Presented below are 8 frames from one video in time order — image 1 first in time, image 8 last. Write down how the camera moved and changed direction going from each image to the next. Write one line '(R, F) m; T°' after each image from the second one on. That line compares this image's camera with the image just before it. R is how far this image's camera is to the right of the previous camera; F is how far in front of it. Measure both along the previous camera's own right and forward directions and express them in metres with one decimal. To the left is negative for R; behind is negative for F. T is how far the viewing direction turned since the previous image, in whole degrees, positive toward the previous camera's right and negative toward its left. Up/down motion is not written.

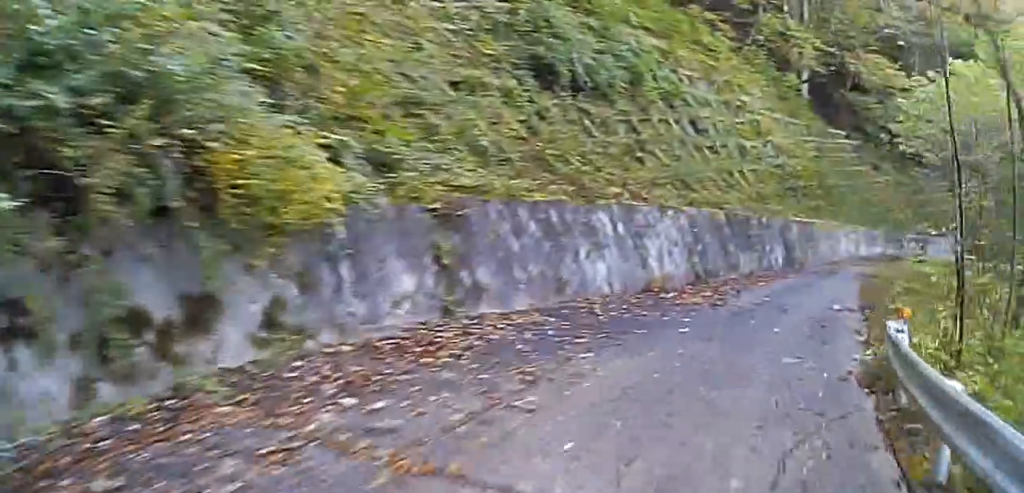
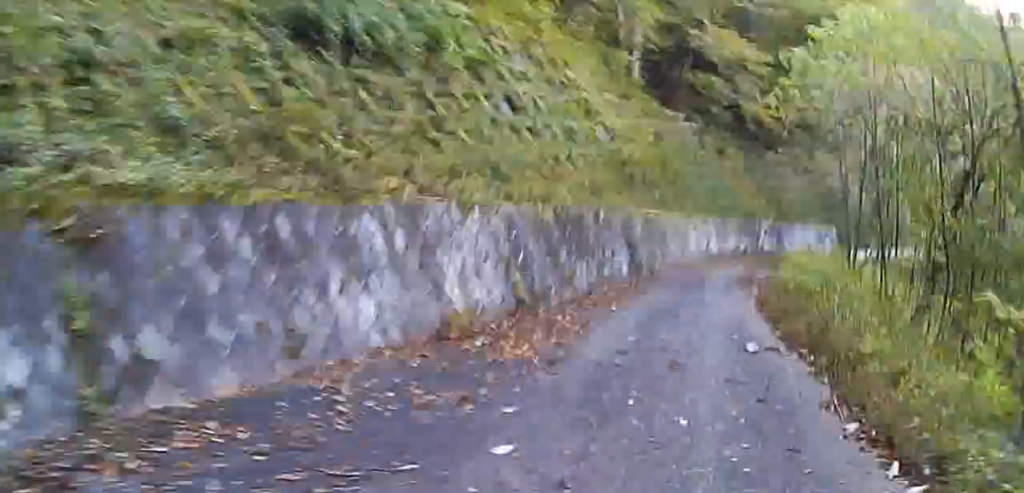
(+0.9, +5.3) m; +13°
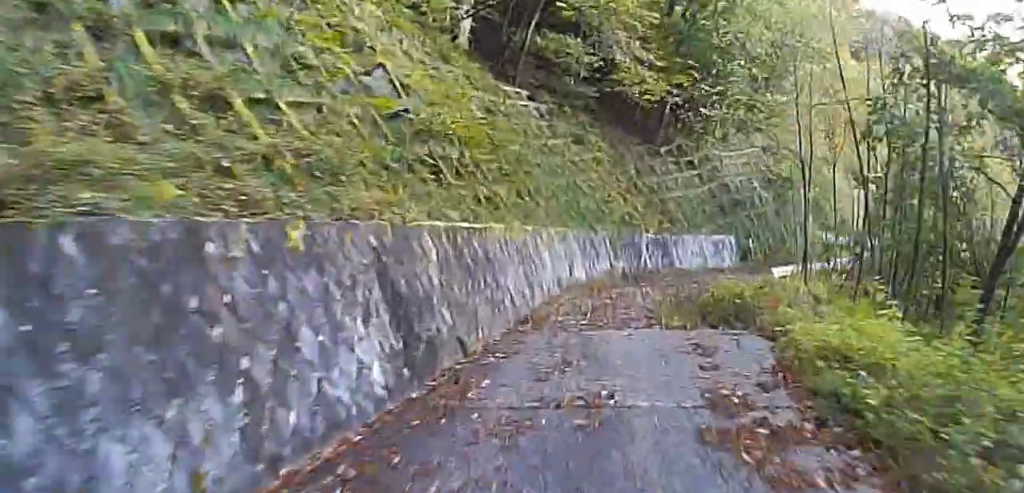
(+2.3, +12.2) m; +21°
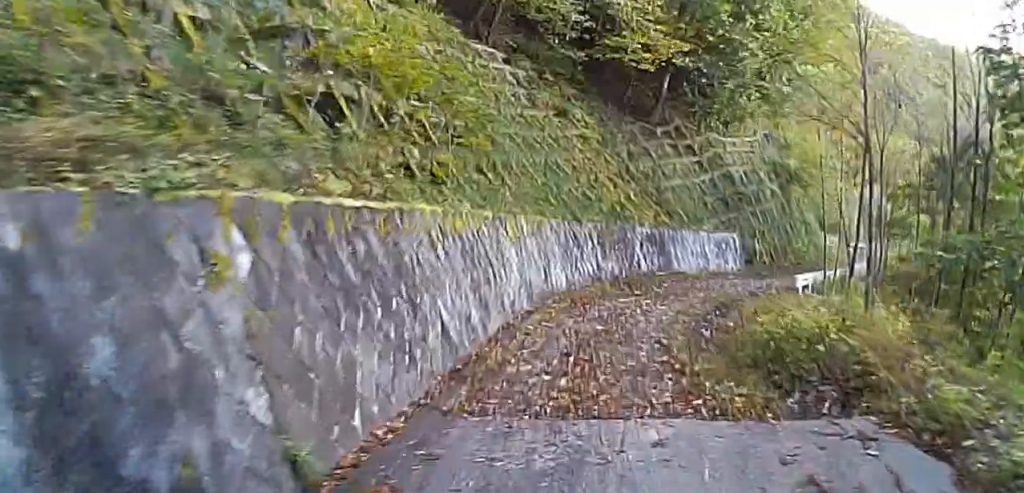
(+0.6, +5.6) m; +12°
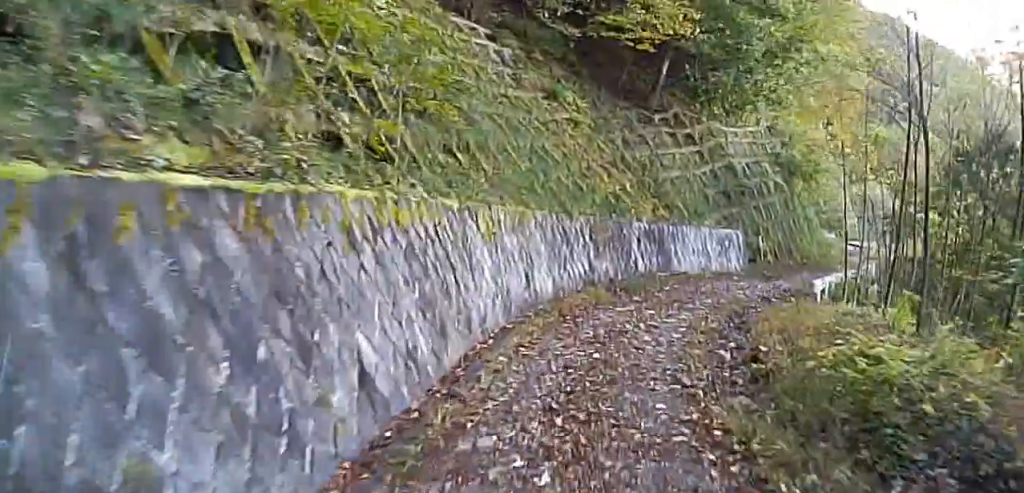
(+0.2, +3.3) m; +7°
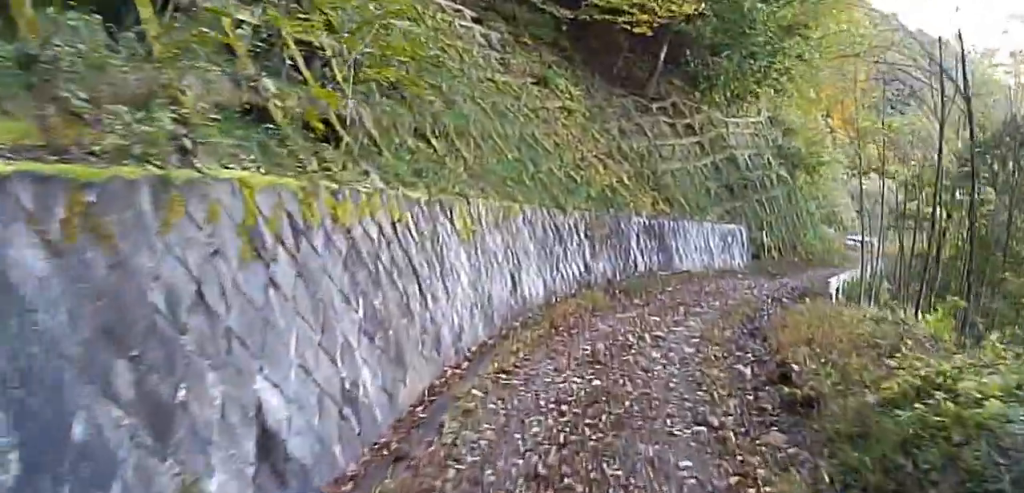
(+0.2, +2.0) m; 0°
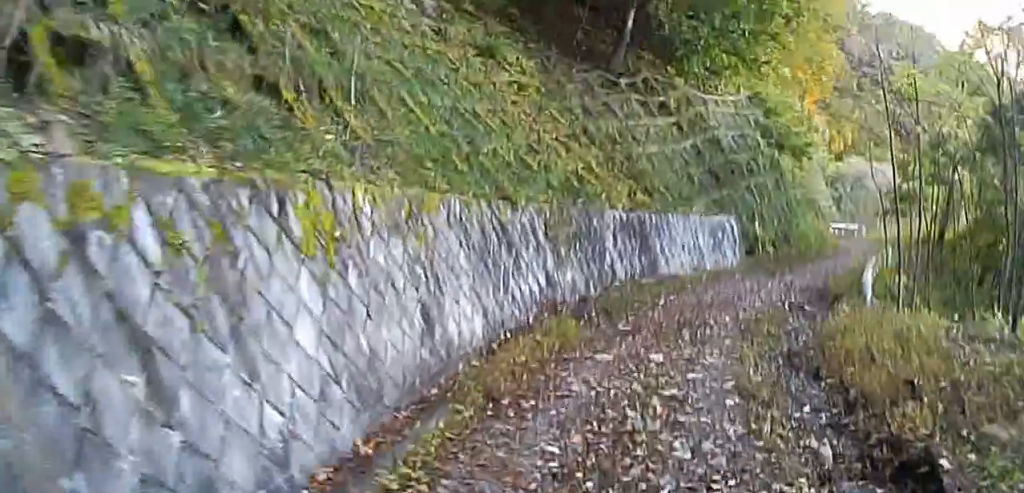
(-0.2, +5.0) m; 0°
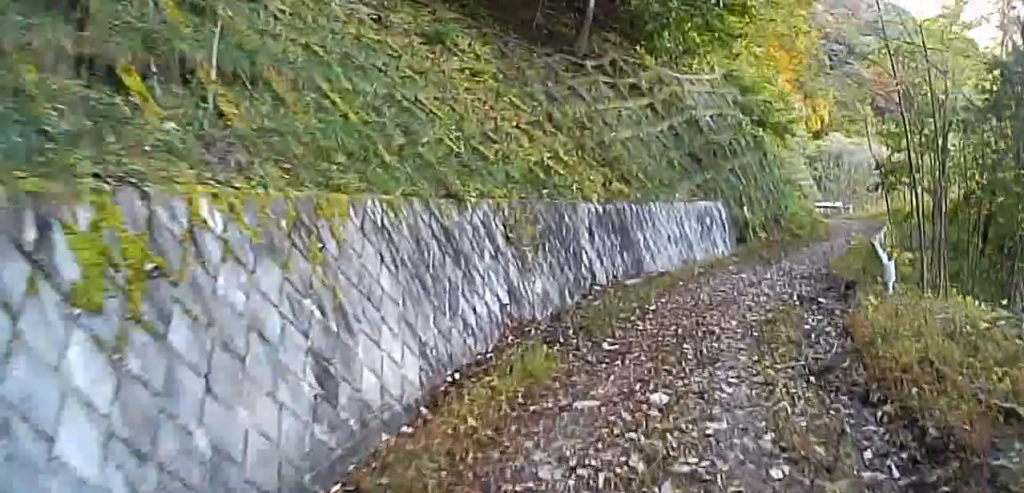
(+0.3, +2.1) m; -2°
